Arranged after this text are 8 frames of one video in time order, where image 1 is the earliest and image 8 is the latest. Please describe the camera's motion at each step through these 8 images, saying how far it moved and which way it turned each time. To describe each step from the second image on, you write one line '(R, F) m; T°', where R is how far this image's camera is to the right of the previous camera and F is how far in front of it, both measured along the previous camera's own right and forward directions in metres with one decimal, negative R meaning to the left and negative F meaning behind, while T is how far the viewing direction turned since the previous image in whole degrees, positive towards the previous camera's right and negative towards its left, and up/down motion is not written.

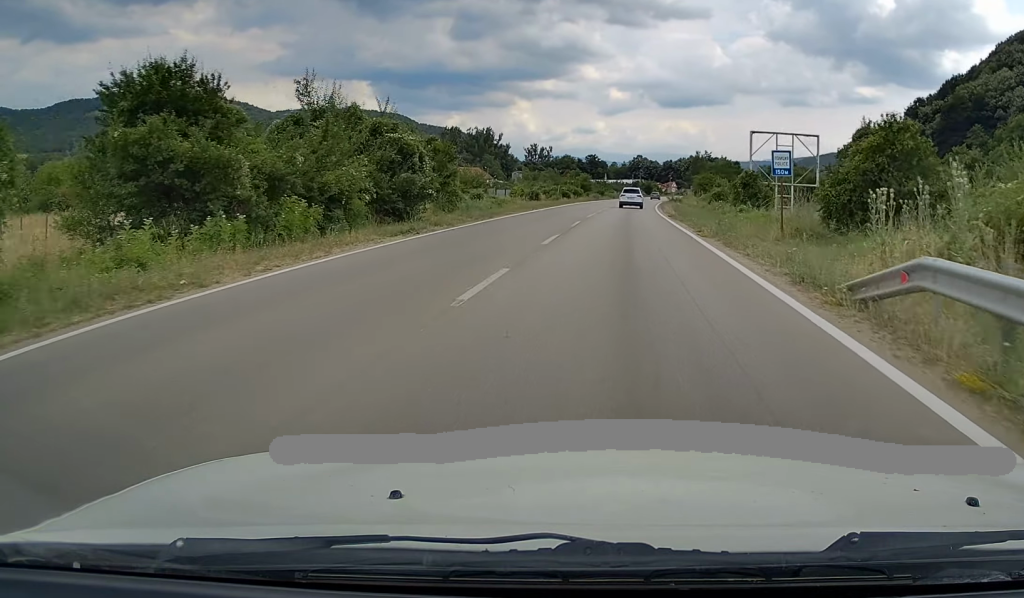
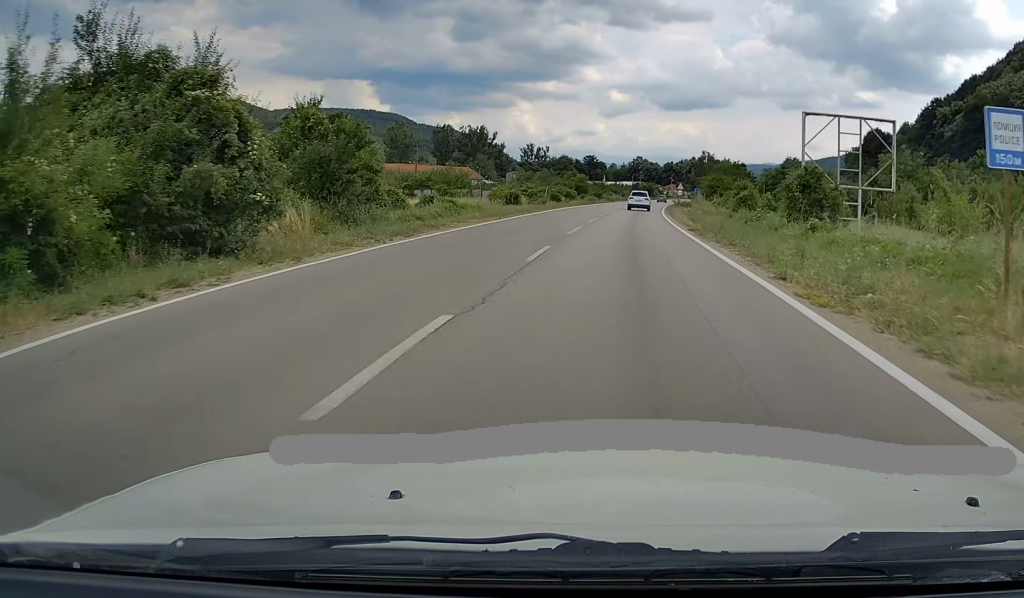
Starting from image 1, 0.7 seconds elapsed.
(-0.1, +12.7) m; 0°
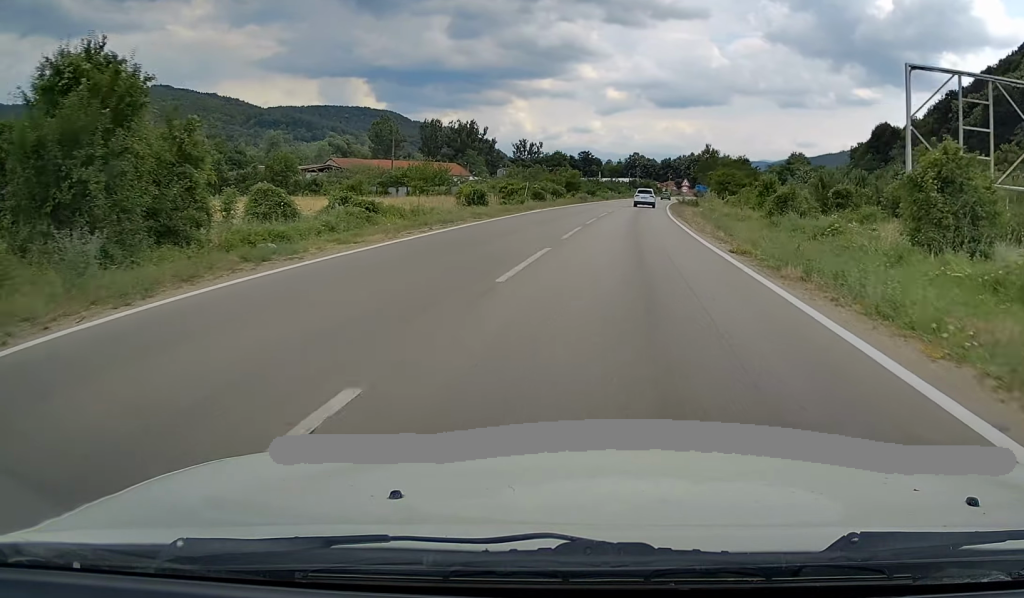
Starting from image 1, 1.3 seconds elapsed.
(0.0, +12.1) m; 0°
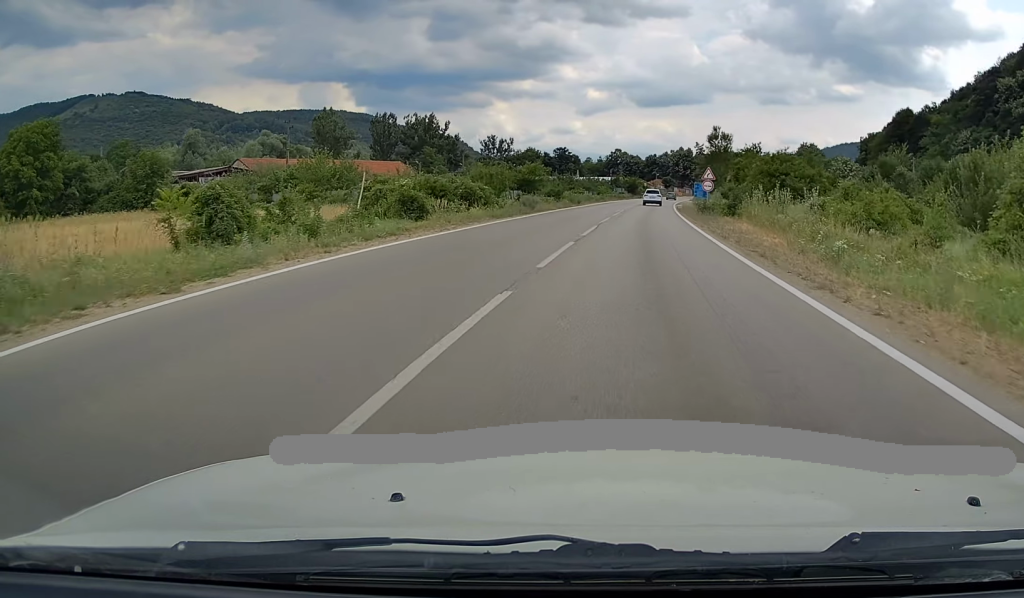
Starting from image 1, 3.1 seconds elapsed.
(+0.4, +34.1) m; +2°
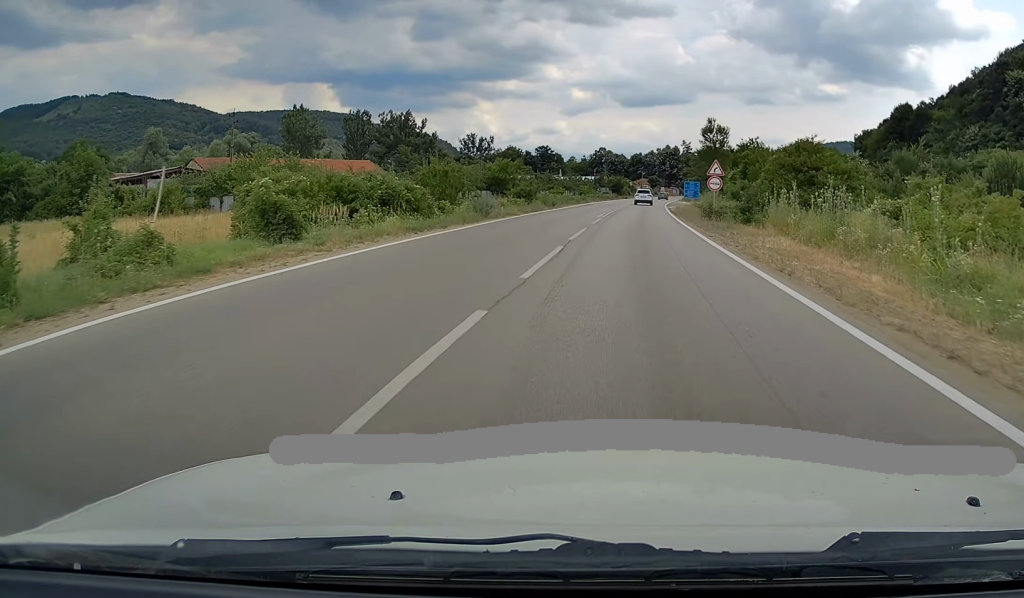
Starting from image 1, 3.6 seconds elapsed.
(+0.2, +10.3) m; +1°
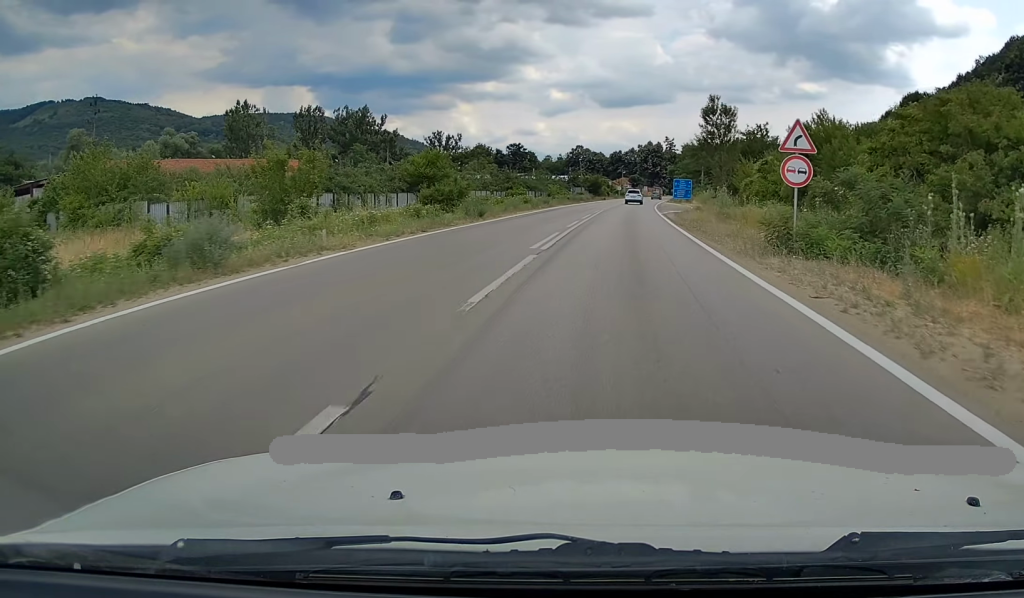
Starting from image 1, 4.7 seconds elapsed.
(+0.3, +20.8) m; +1°
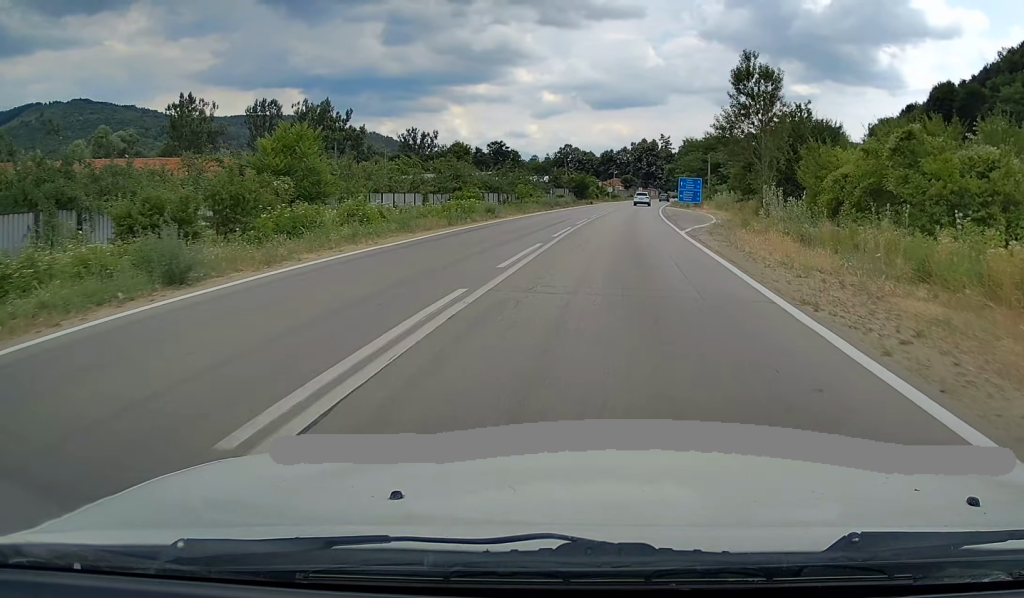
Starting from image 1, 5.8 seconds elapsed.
(+0.3, +22.6) m; +1°
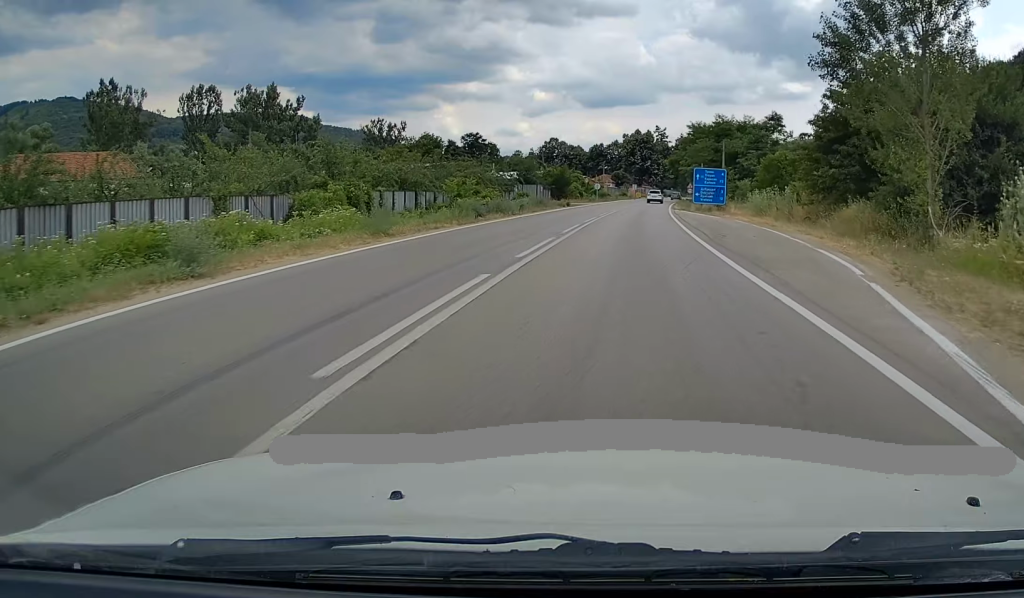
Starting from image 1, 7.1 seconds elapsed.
(+0.1, +26.0) m; 0°
